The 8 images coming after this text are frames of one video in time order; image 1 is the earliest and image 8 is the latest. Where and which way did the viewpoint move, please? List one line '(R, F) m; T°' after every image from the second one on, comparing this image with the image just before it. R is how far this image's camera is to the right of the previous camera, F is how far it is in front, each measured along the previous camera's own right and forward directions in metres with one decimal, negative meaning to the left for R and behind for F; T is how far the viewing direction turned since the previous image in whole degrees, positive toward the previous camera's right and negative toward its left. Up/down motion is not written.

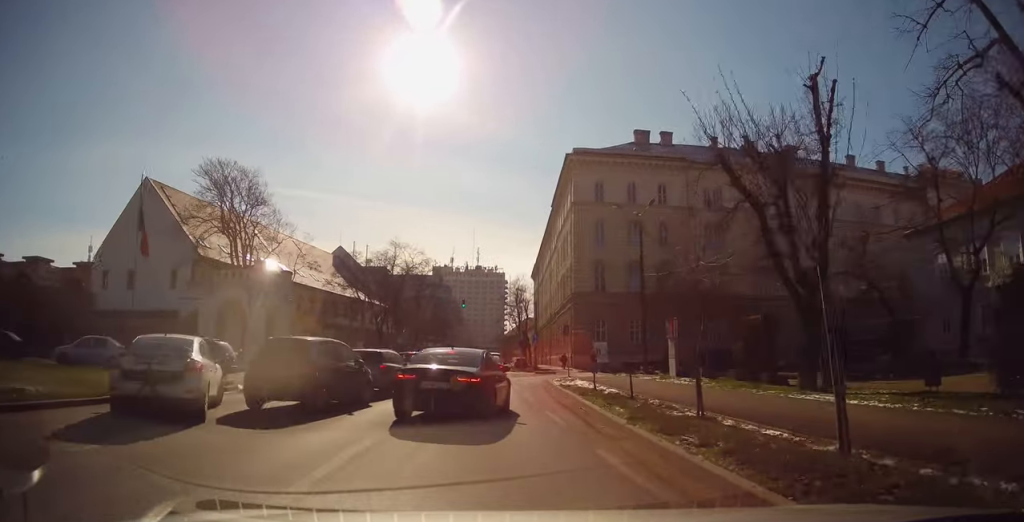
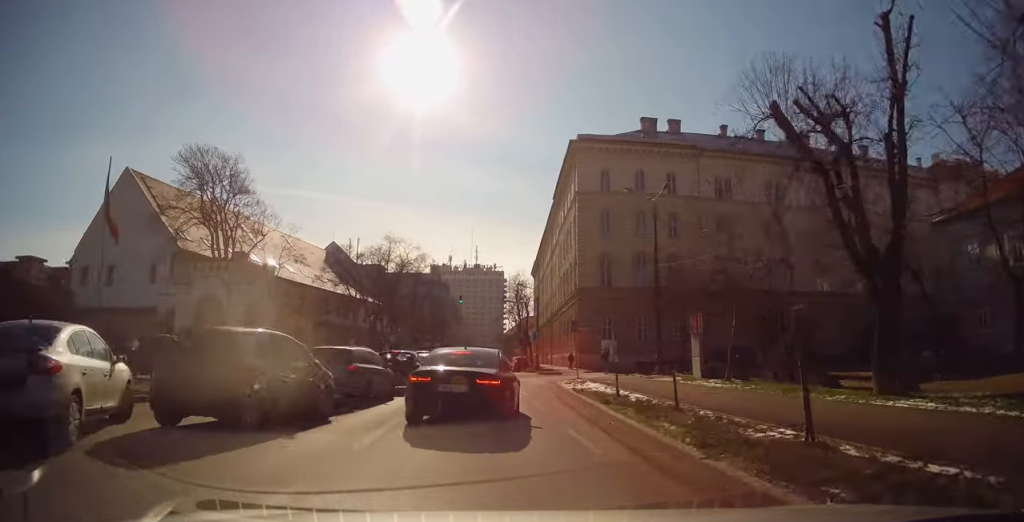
(+0.1, +3.3) m; +1°
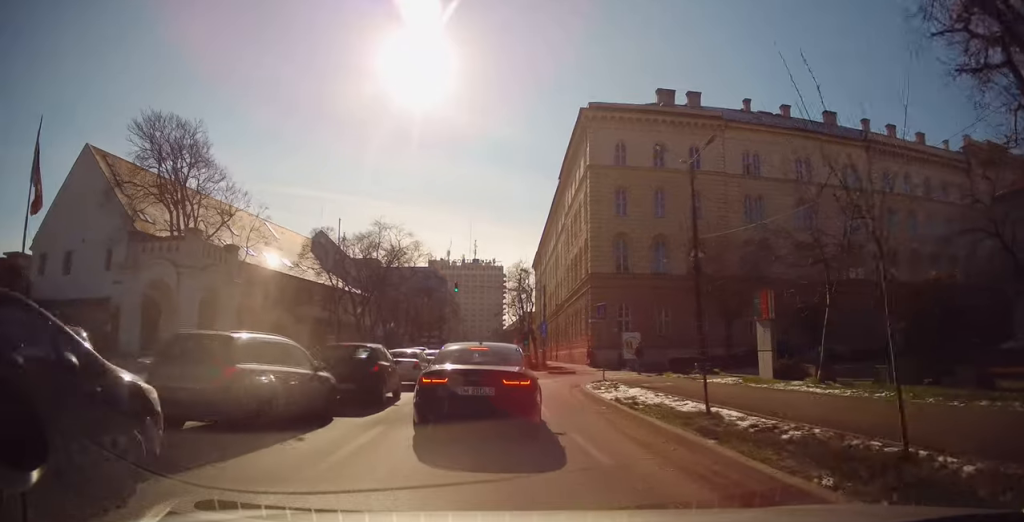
(+0.2, +6.4) m; 0°
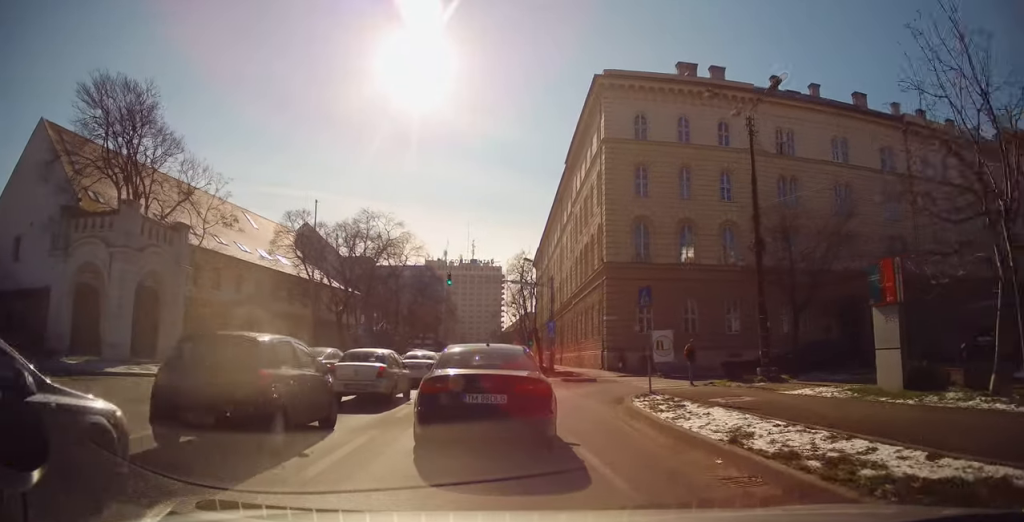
(-0.2, +7.0) m; +1°
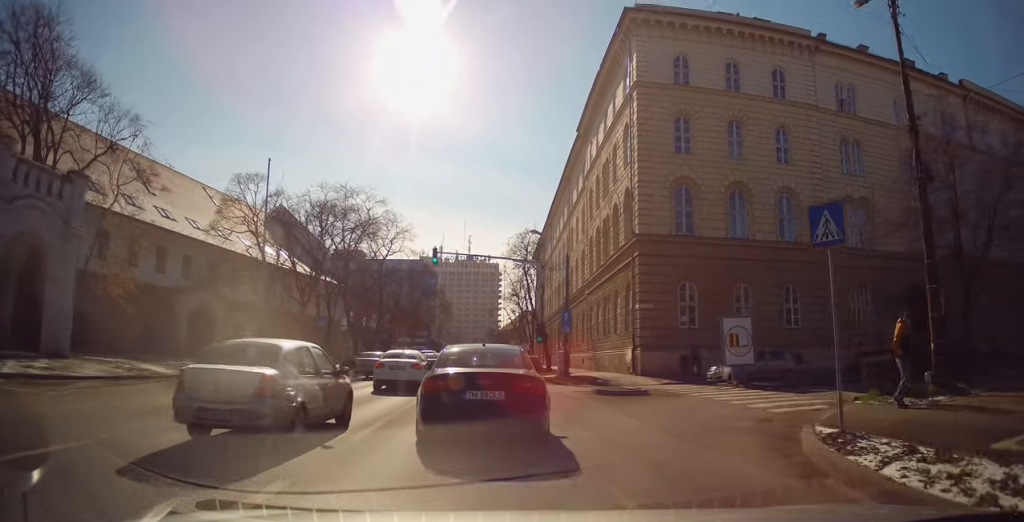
(+0.1, +9.7) m; -3°
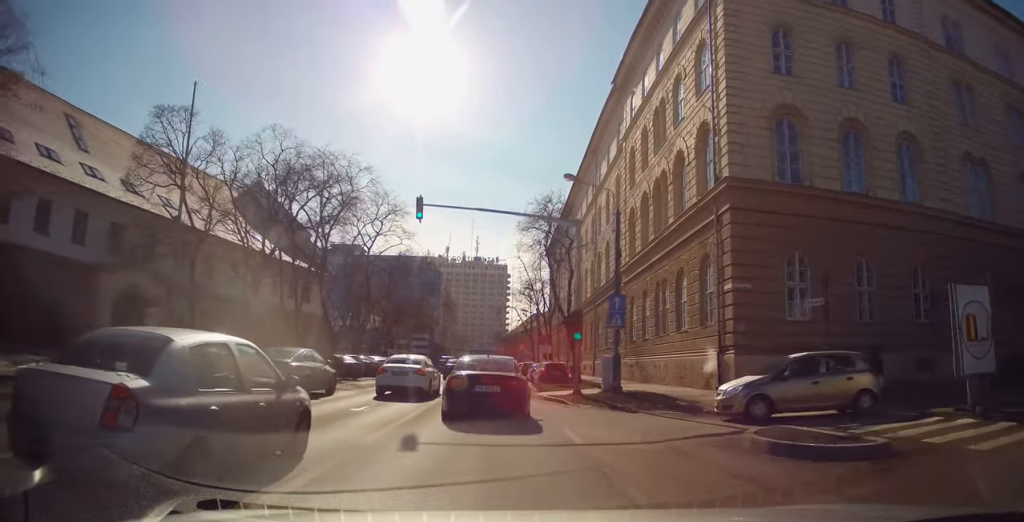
(-0.1, +11.2) m; +3°
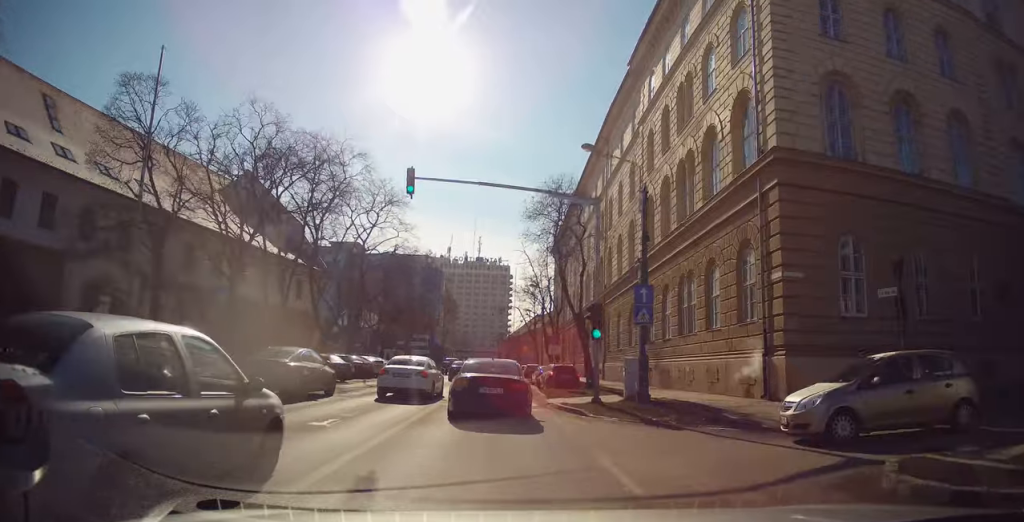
(+0.1, +3.0) m; 0°
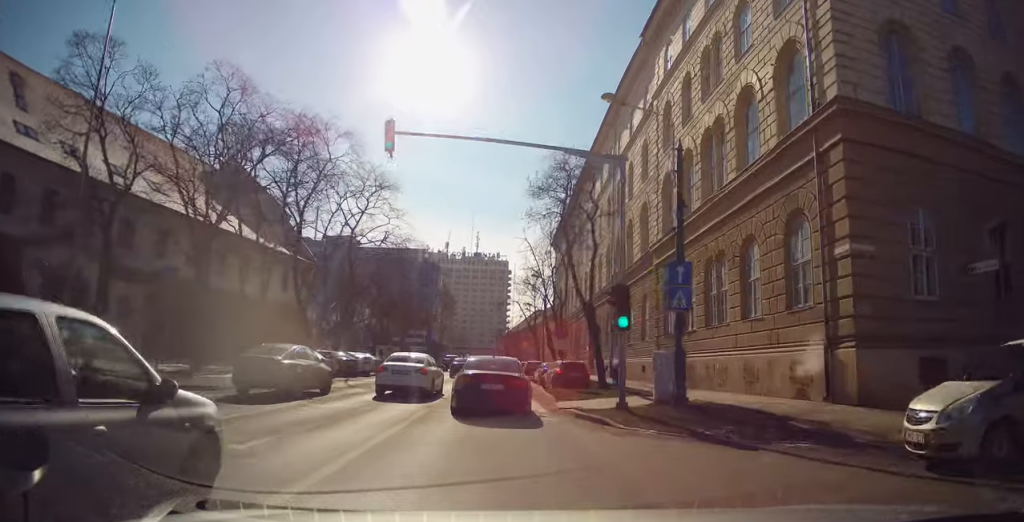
(+0.1, +2.8) m; 0°
